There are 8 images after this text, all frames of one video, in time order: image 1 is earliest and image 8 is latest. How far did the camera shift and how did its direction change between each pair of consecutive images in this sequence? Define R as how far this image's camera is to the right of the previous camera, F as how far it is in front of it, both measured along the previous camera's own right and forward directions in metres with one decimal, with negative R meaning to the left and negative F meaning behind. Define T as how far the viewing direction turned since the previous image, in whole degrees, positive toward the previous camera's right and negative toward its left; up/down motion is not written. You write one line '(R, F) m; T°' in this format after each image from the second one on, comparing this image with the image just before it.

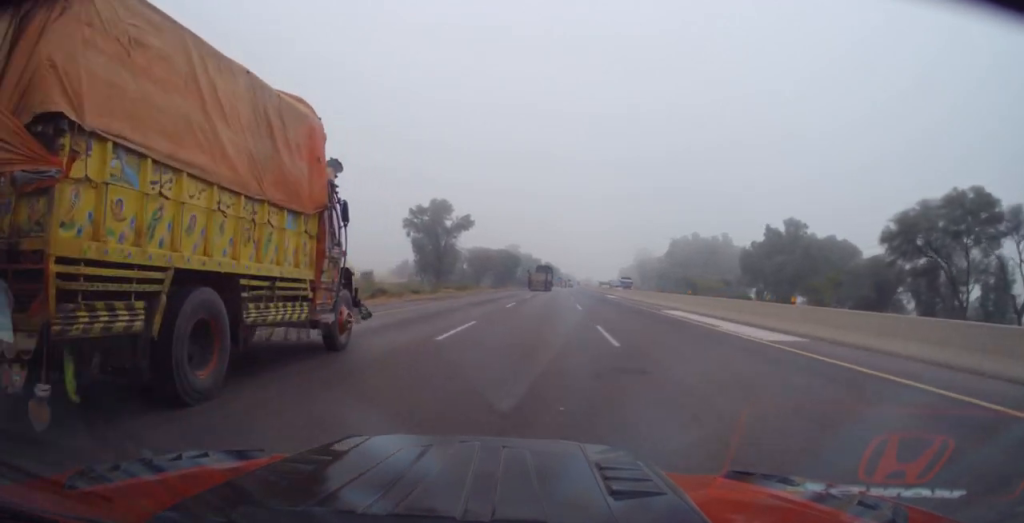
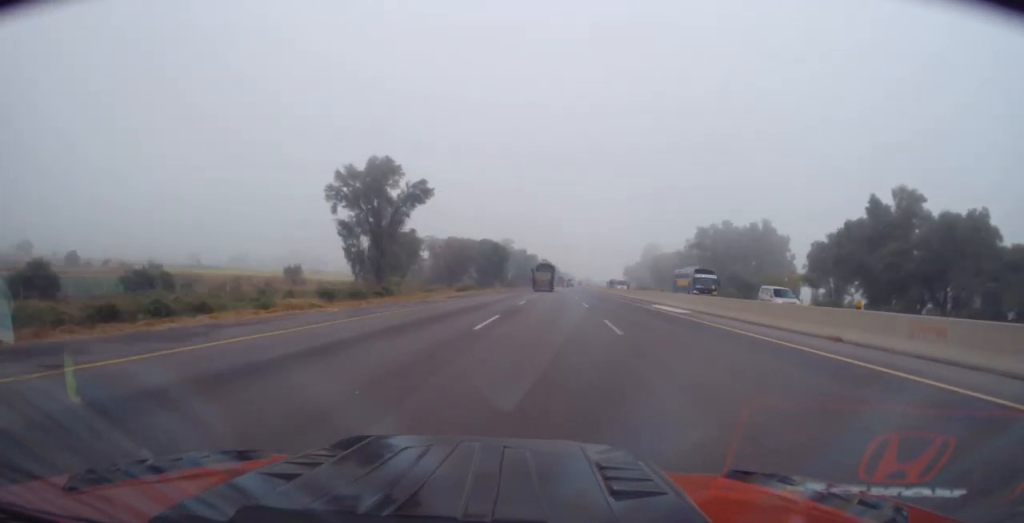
(-0.1, +33.0) m; 0°
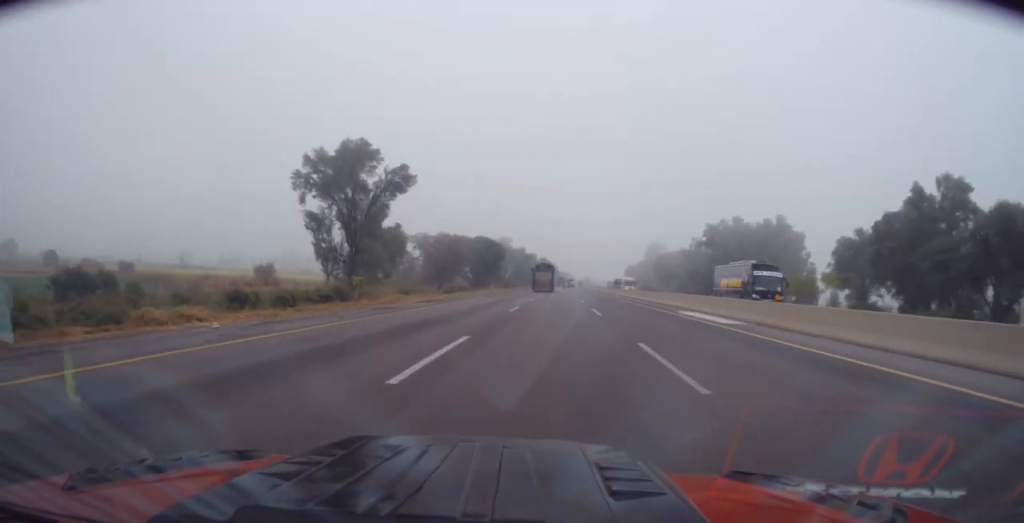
(0.0, +8.5) m; 0°
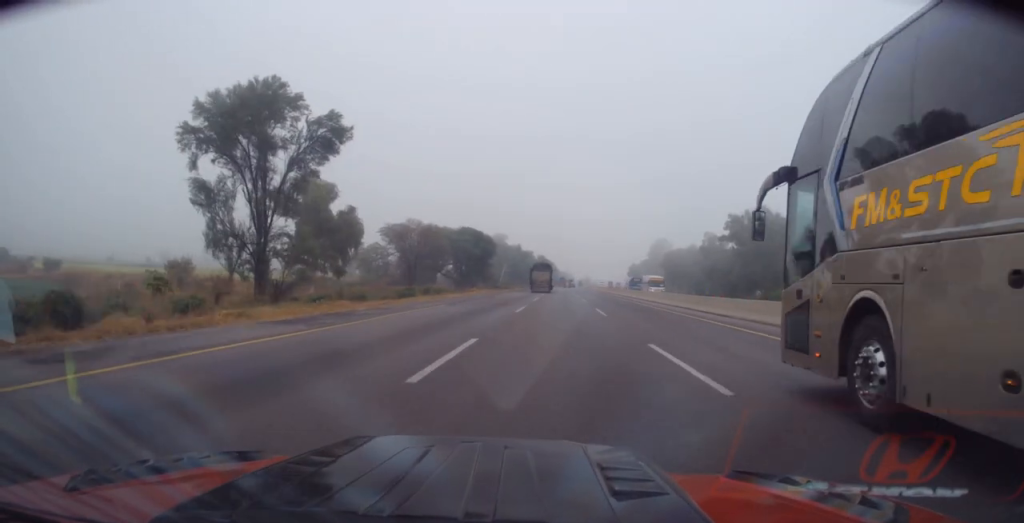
(-0.1, +18.2) m; +1°
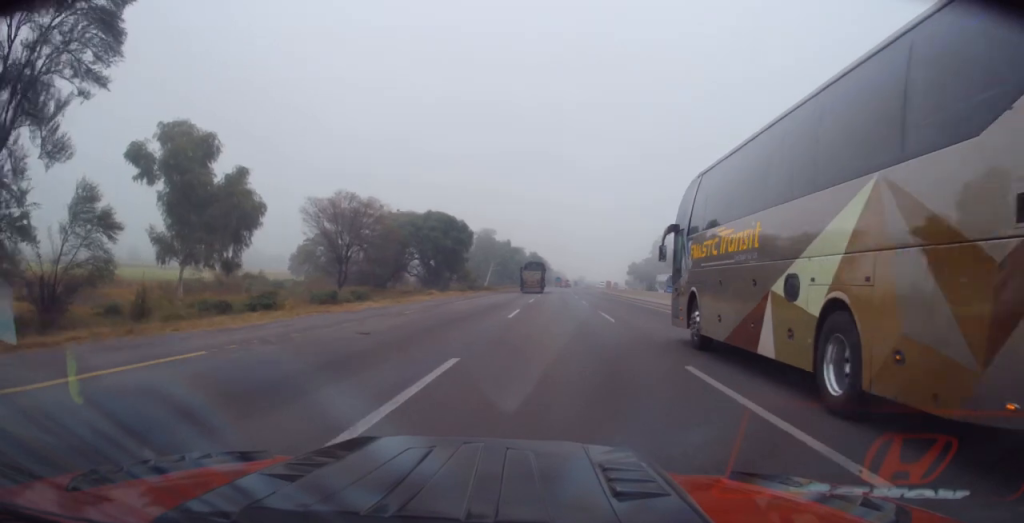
(+0.4, +21.6) m; +2°
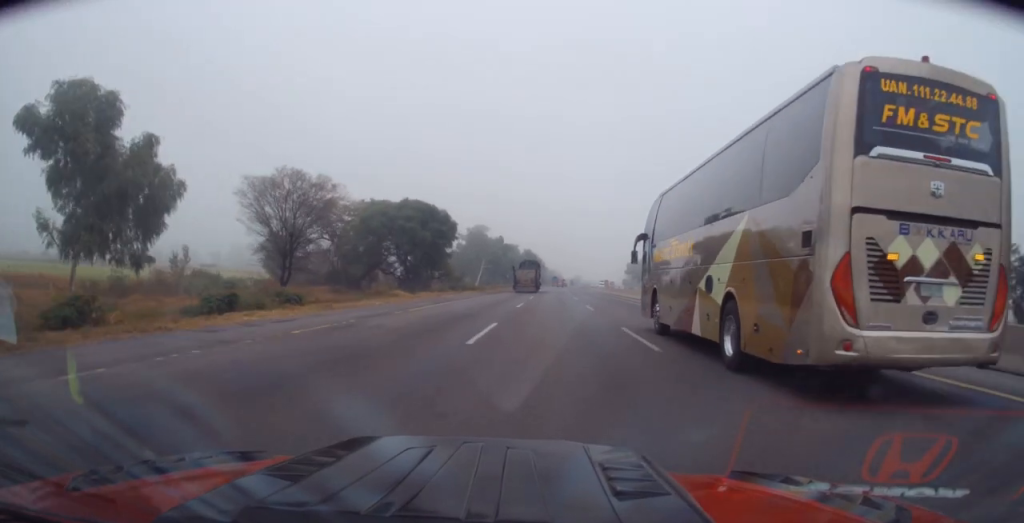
(0.0, +9.8) m; 0°
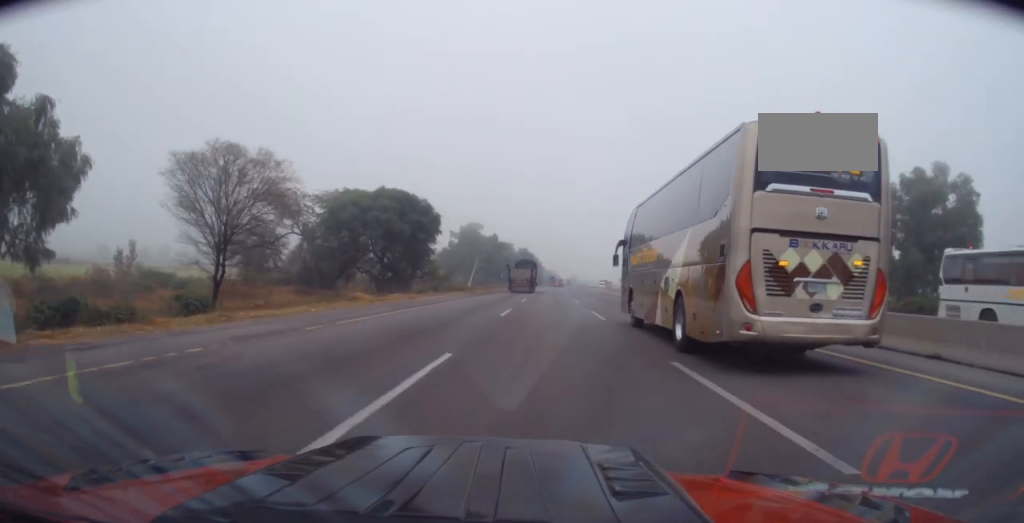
(0.0, +7.9) m; 0°
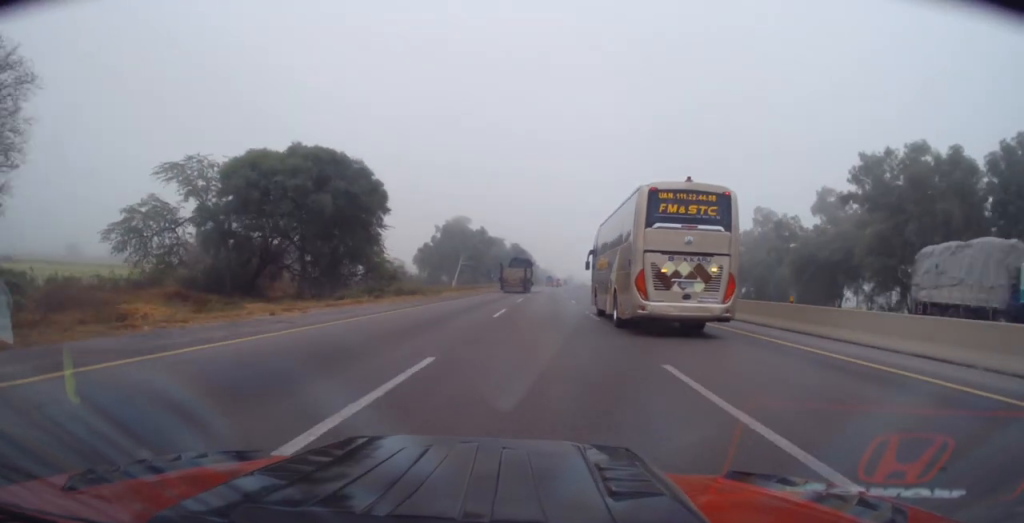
(0.0, +18.3) m; -1°
